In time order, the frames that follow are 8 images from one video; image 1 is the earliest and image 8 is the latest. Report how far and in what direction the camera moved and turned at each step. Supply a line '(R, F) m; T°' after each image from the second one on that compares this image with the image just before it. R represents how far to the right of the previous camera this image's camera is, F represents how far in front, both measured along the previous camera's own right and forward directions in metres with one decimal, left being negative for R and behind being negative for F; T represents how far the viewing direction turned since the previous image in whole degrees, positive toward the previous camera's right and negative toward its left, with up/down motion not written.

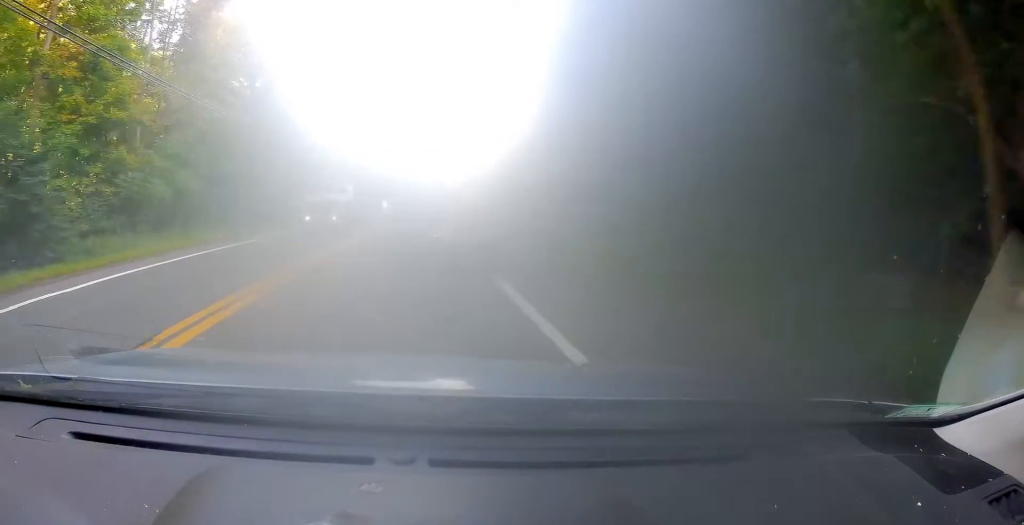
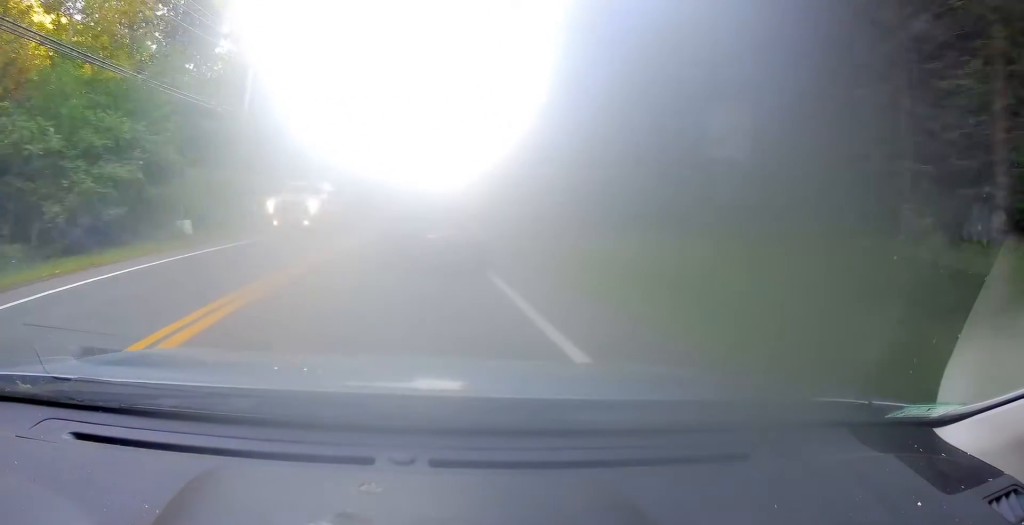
(+0.1, +14.4) m; +2°
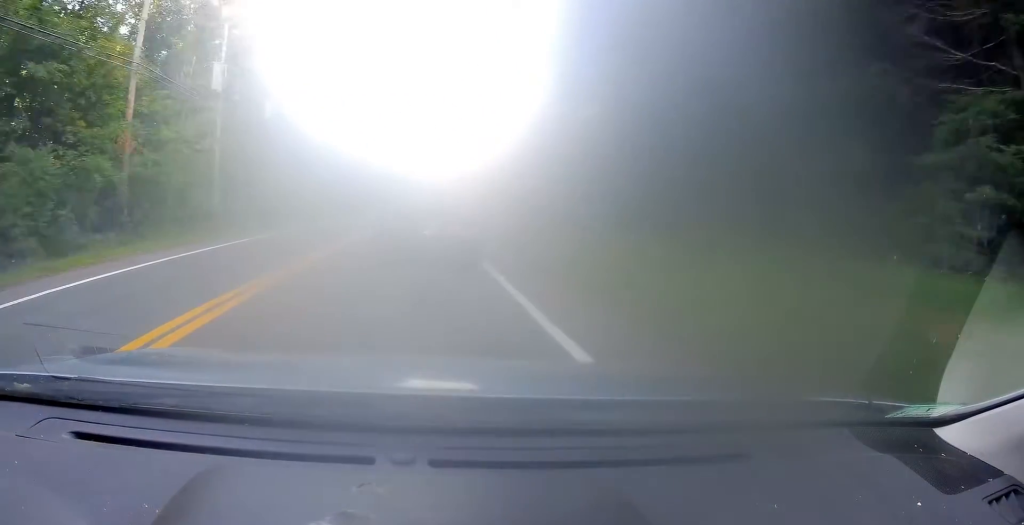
(+0.3, +14.7) m; +2°
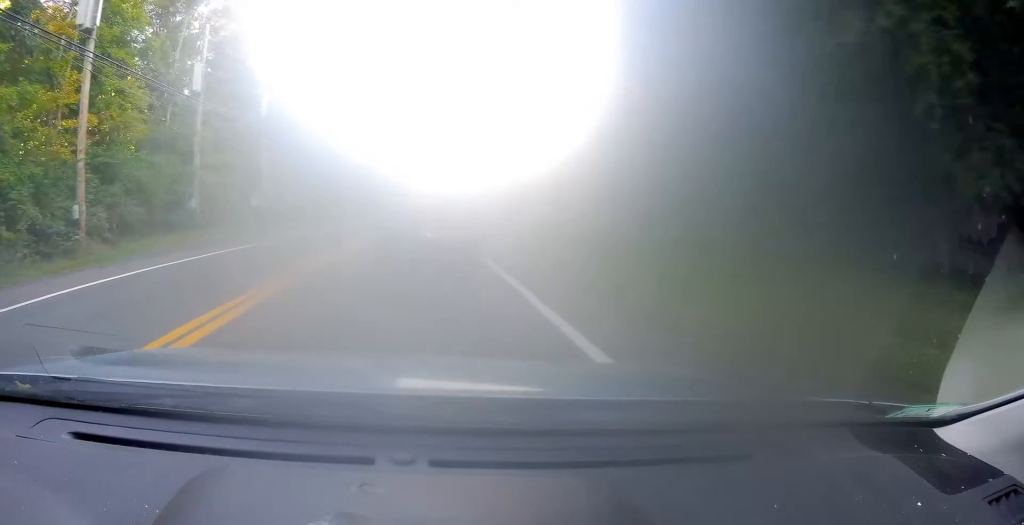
(+0.4, +15.6) m; +1°
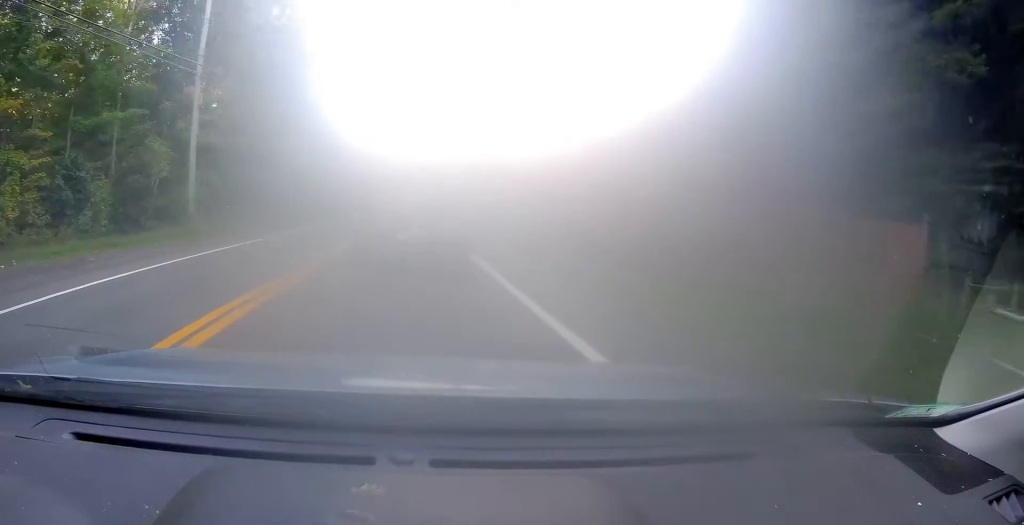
(+1.2, +35.4) m; +4°
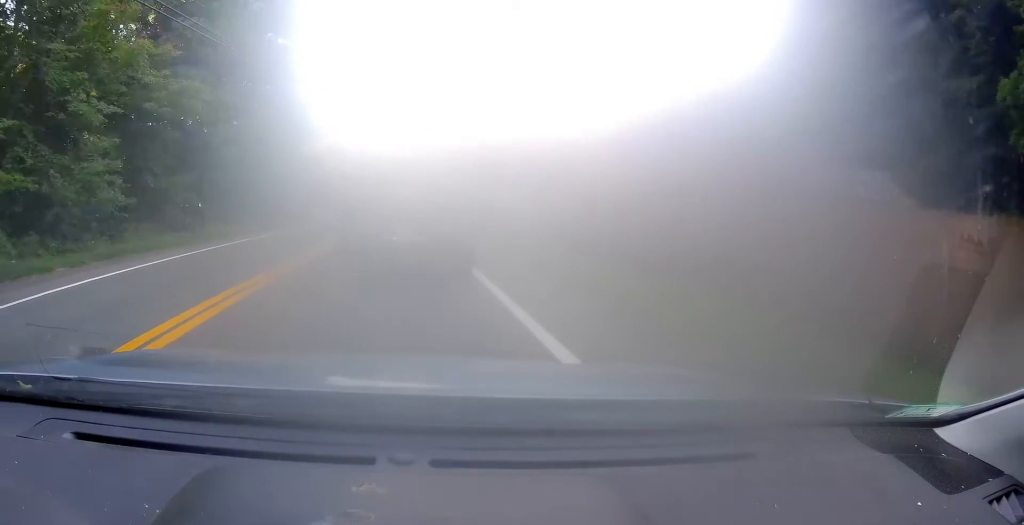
(0.0, +23.8) m; 0°
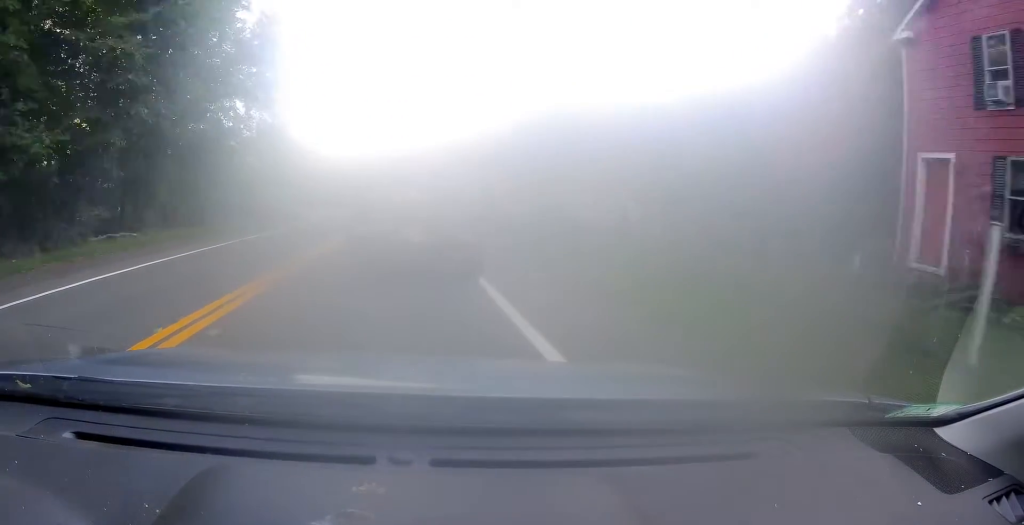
(0.0, +19.7) m; -2°
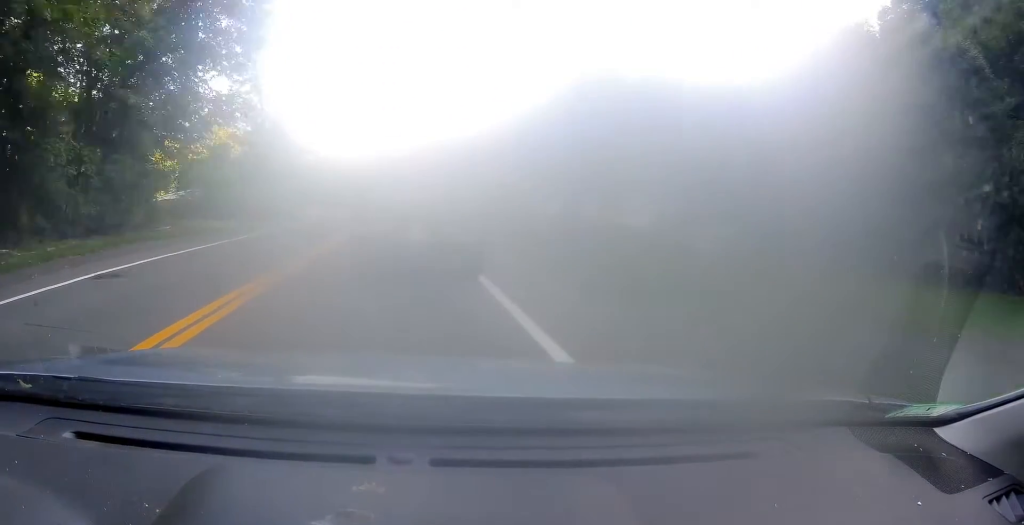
(0.0, +9.1) m; -2°
